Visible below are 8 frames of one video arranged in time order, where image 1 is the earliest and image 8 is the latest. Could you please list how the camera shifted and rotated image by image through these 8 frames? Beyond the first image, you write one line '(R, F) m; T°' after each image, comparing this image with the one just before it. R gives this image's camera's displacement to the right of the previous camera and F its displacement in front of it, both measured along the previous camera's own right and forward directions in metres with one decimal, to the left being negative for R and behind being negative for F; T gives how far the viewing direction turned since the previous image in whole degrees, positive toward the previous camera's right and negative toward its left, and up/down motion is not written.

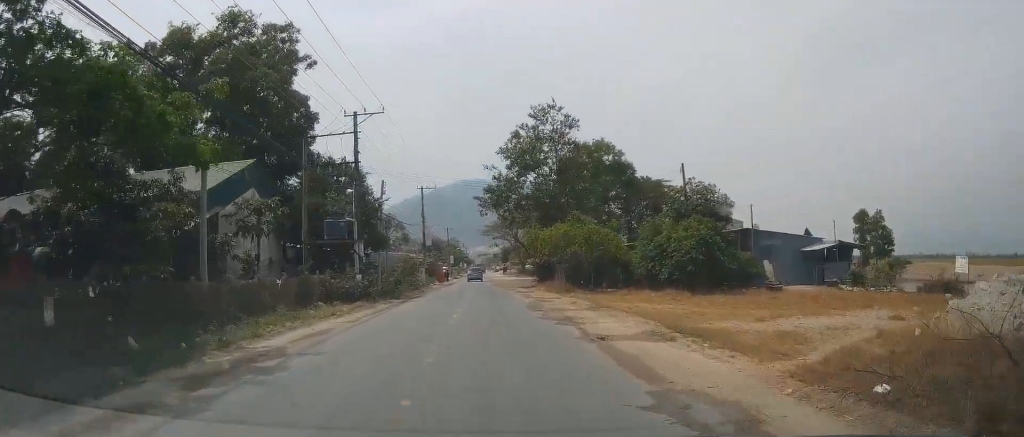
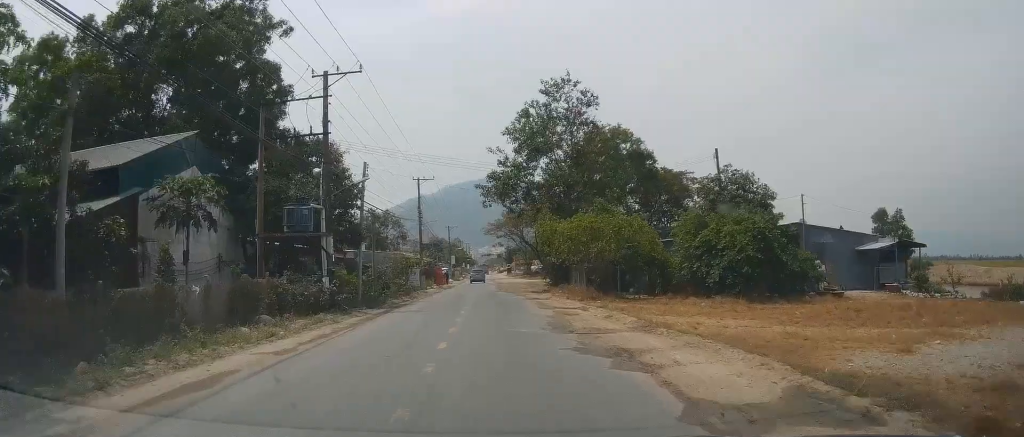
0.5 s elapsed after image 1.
(-0.1, +6.4) m; +1°
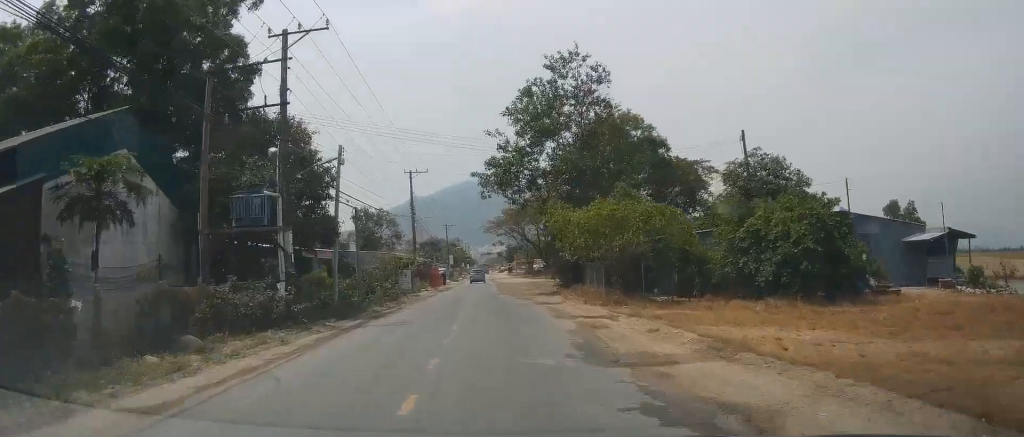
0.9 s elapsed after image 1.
(+0.1, +5.3) m; 0°
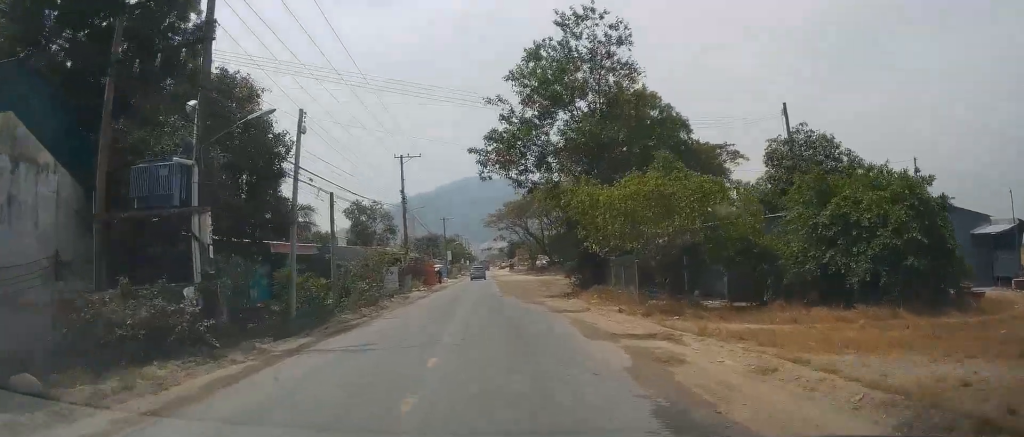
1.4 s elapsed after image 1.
(+0.1, +5.9) m; 0°
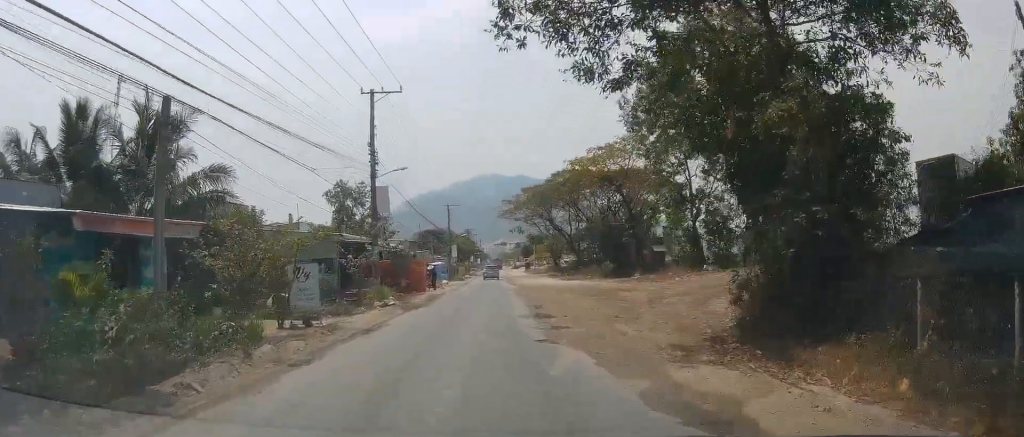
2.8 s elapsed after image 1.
(-0.1, +18.2) m; 0°
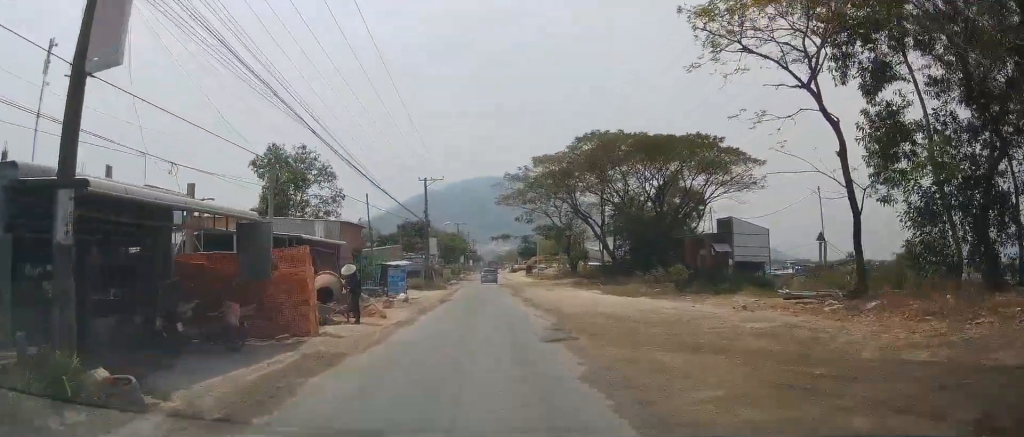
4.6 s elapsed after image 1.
(-0.6, +24.1) m; -3°
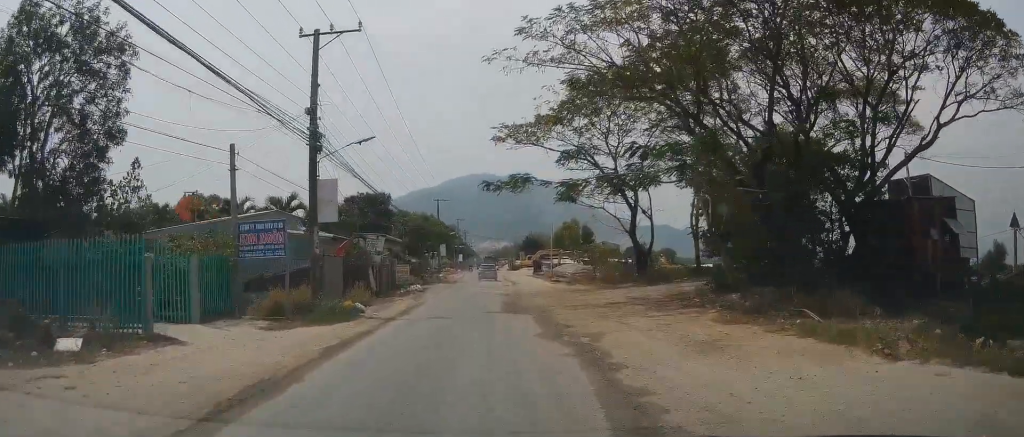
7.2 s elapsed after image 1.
(+0.9, +34.5) m; +1°
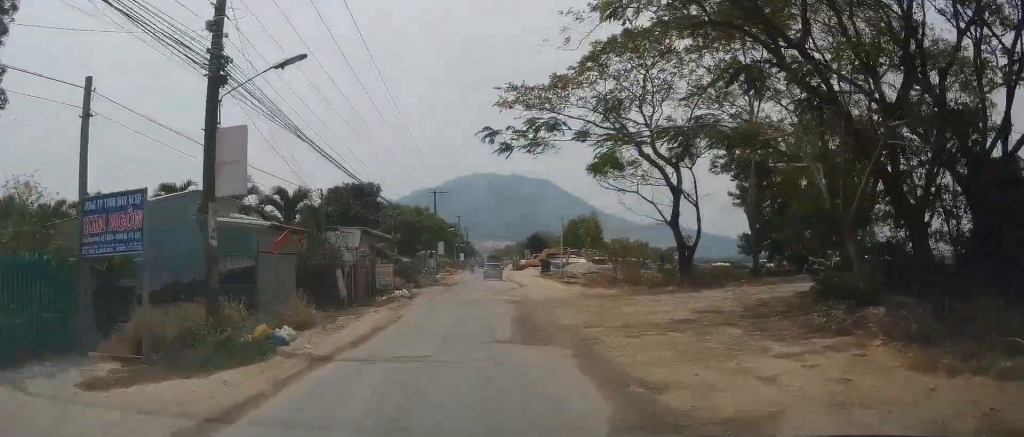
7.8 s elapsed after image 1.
(0.0, +8.3) m; 0°
